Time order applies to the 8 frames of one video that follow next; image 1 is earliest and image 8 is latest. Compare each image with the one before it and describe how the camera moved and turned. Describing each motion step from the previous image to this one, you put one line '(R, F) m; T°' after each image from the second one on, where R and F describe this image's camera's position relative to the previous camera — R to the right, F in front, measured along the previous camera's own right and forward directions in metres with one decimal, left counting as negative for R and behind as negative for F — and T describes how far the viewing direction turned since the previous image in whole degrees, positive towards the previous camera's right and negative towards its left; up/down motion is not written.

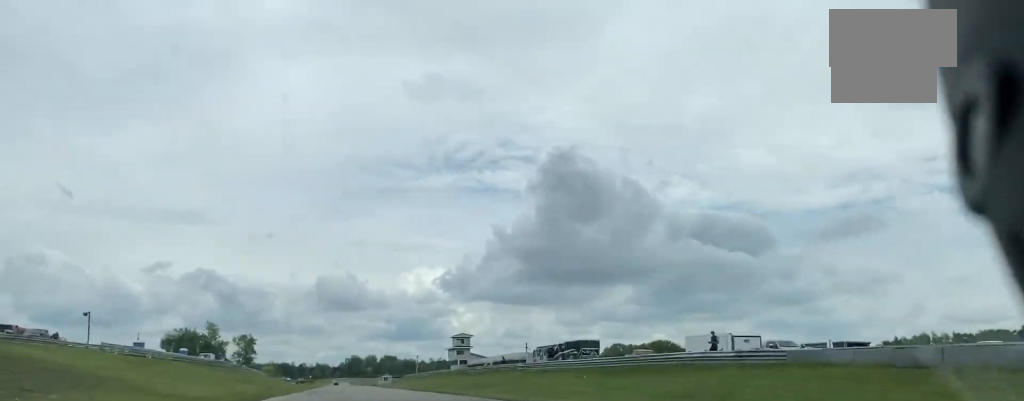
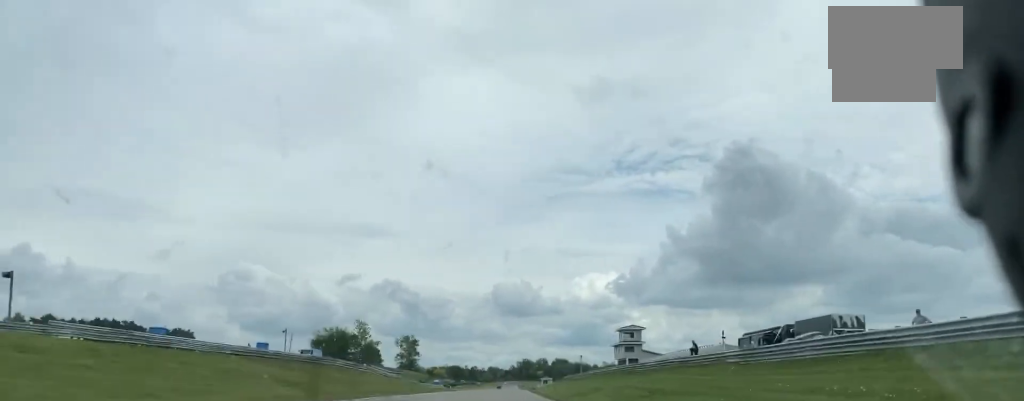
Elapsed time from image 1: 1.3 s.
(-3.6, +42.9) m; -10°
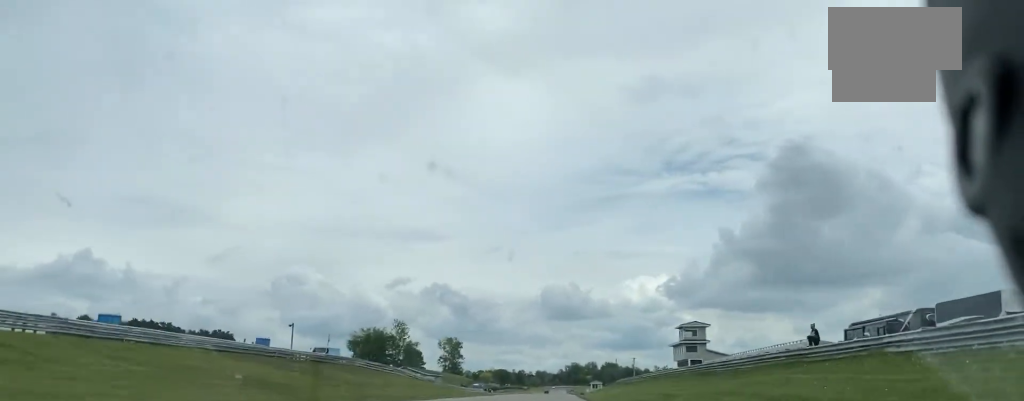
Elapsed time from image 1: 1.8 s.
(-0.8, +16.9) m; -2°
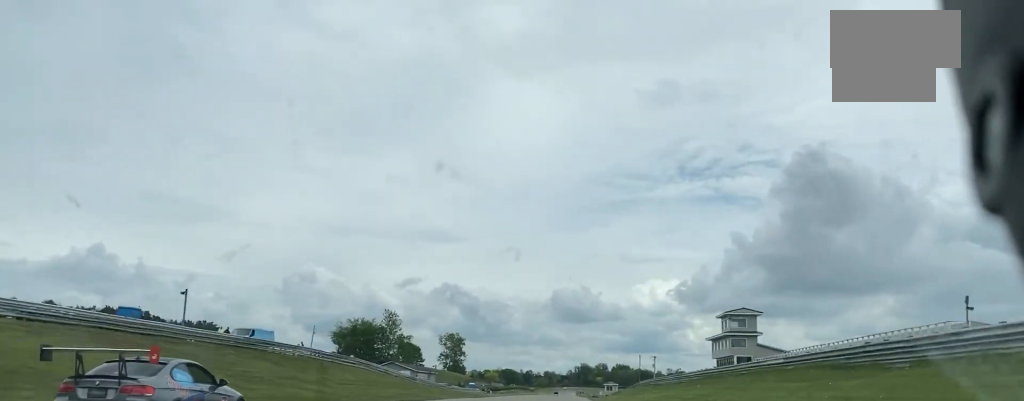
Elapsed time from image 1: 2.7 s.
(-1.7, +29.5) m; -2°
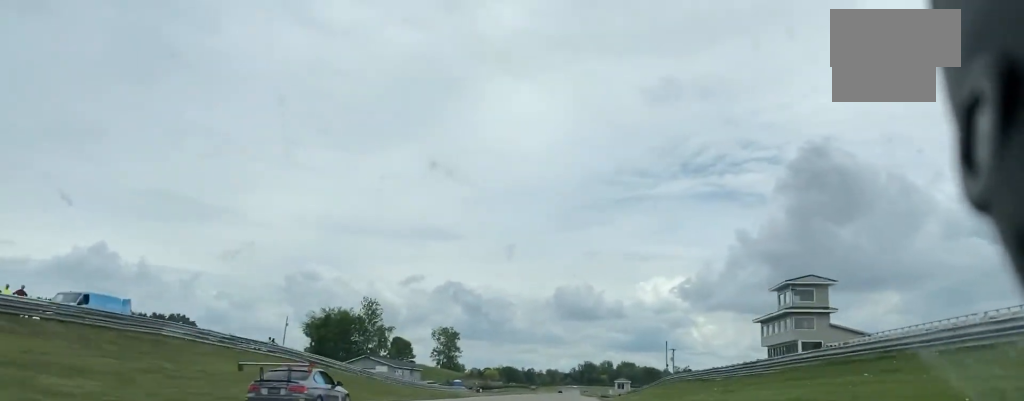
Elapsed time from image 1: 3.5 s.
(+0.4, +27.6) m; +1°
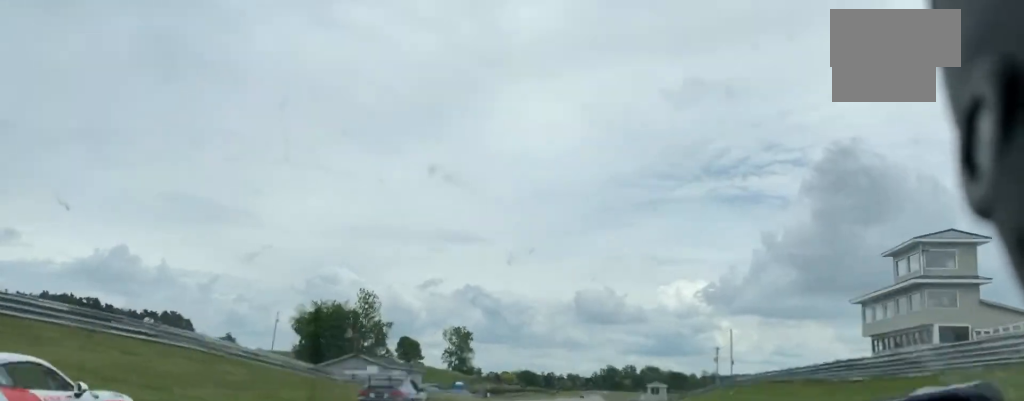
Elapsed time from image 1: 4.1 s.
(+0.2, +23.5) m; 0°
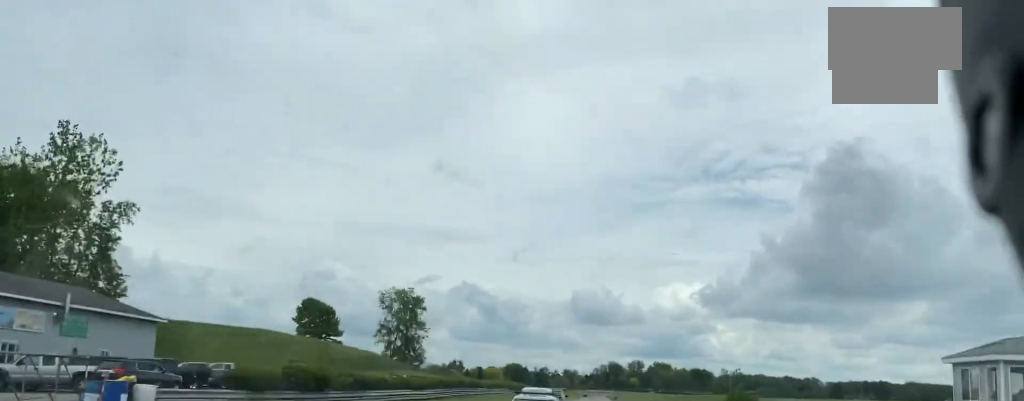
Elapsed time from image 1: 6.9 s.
(+0.5, +111.3) m; 0°
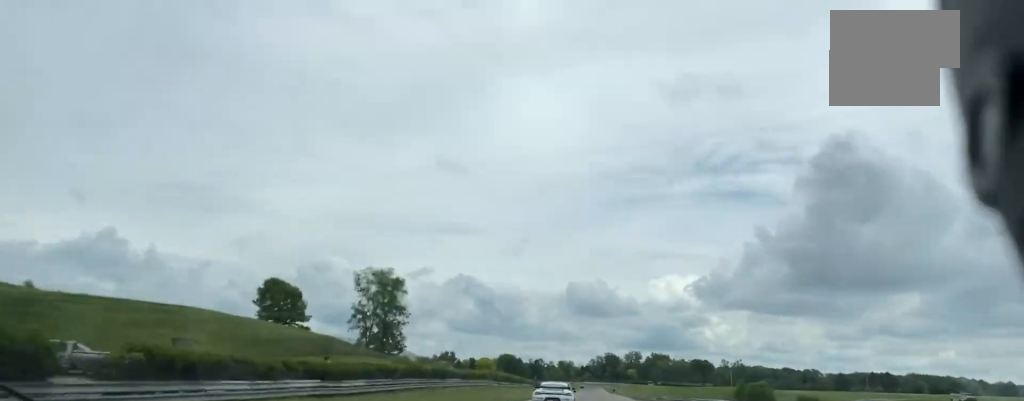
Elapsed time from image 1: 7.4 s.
(+0.2, +21.1) m; -1°
